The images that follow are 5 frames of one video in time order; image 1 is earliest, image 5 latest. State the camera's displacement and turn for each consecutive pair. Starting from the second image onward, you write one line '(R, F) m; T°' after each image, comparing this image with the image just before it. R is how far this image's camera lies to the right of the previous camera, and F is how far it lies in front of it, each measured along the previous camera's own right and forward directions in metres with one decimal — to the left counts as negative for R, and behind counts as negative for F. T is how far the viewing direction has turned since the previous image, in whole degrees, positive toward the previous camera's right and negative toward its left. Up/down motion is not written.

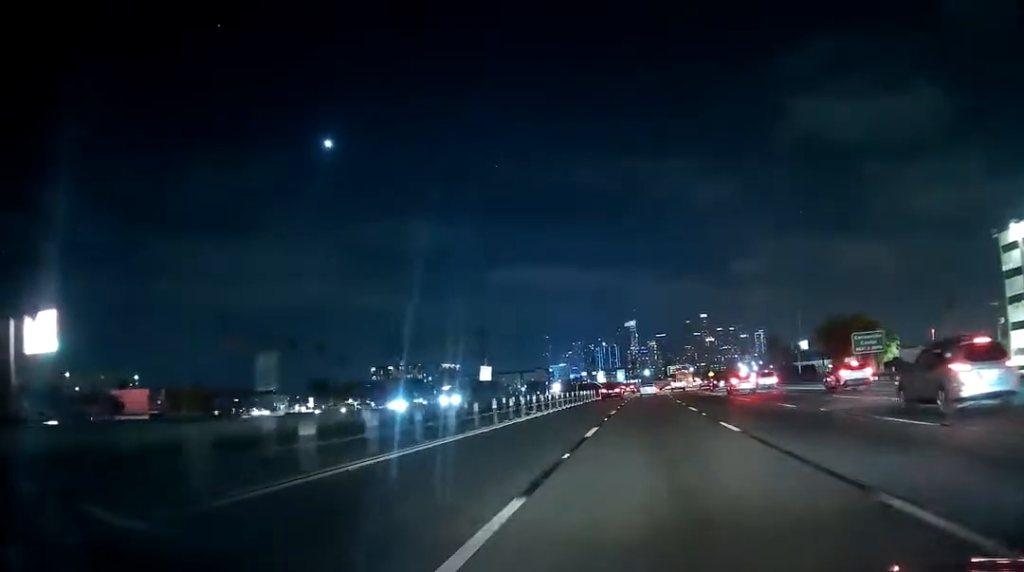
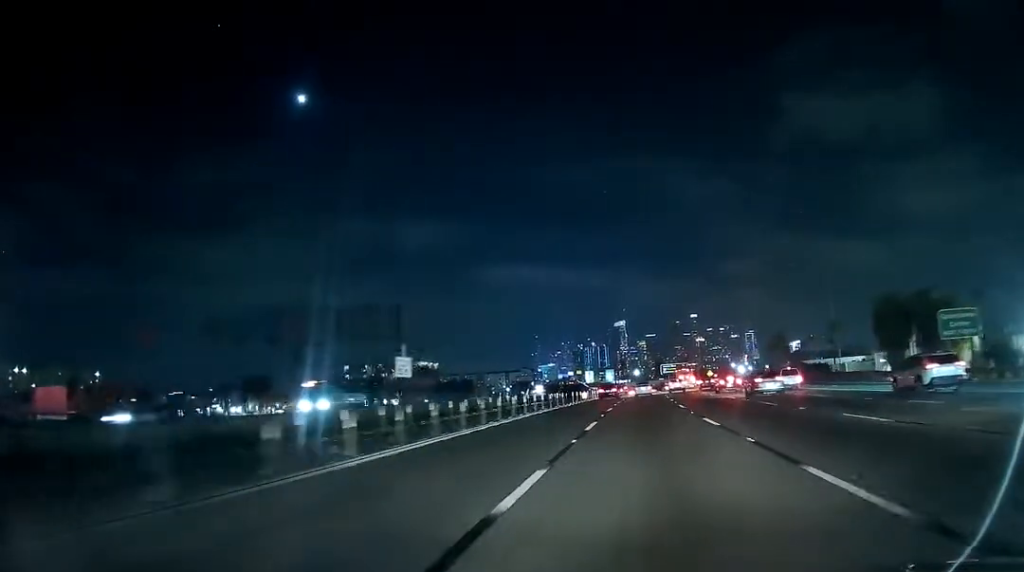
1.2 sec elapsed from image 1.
(+0.9, +26.6) m; +2°
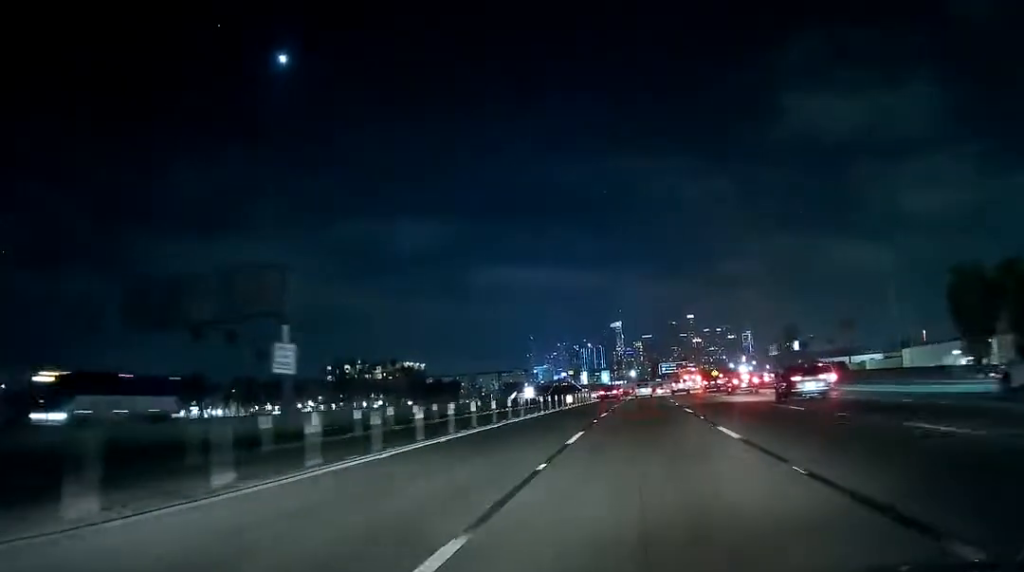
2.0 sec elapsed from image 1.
(+0.1, +20.0) m; 0°
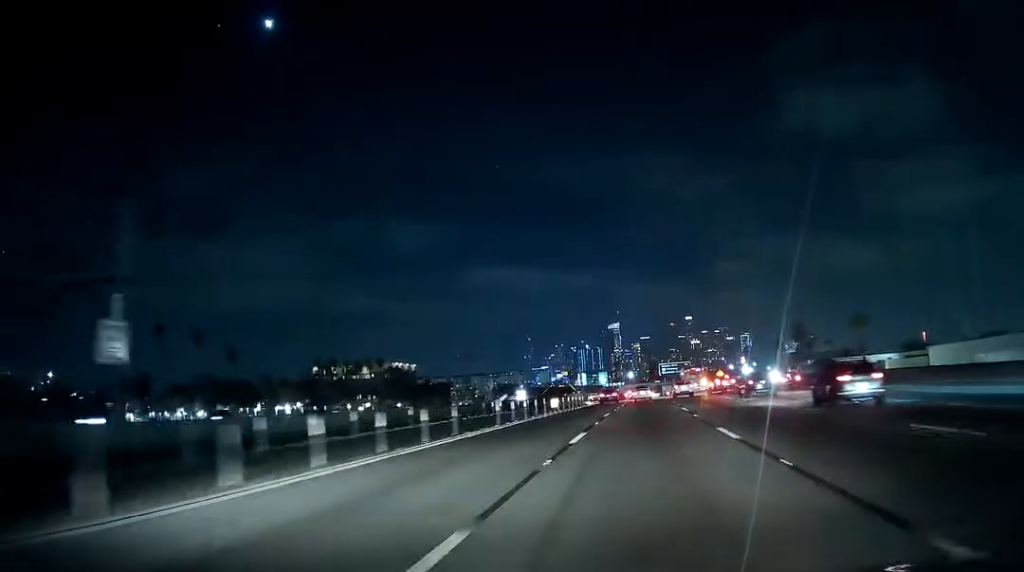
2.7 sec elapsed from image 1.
(-0.3, +14.8) m; 0°
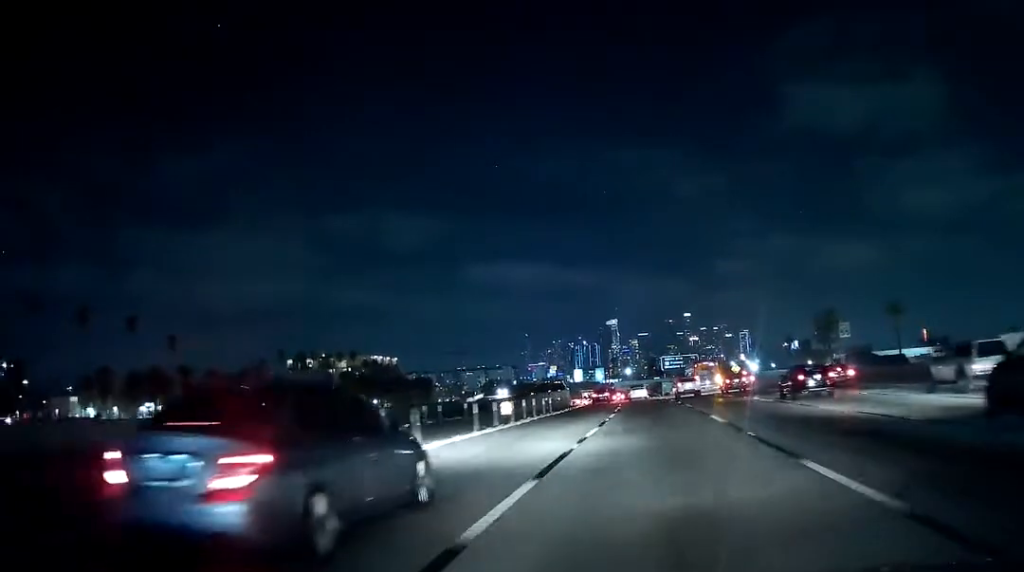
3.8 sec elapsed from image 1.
(+0.3, +27.5) m; -1°
